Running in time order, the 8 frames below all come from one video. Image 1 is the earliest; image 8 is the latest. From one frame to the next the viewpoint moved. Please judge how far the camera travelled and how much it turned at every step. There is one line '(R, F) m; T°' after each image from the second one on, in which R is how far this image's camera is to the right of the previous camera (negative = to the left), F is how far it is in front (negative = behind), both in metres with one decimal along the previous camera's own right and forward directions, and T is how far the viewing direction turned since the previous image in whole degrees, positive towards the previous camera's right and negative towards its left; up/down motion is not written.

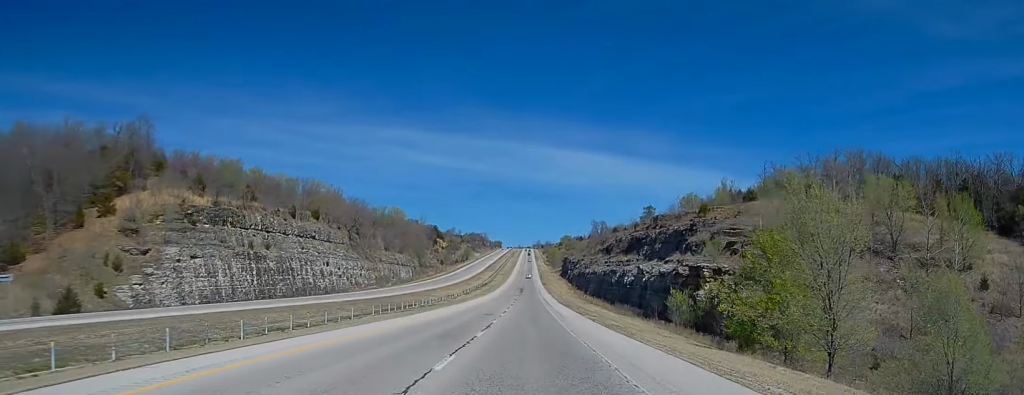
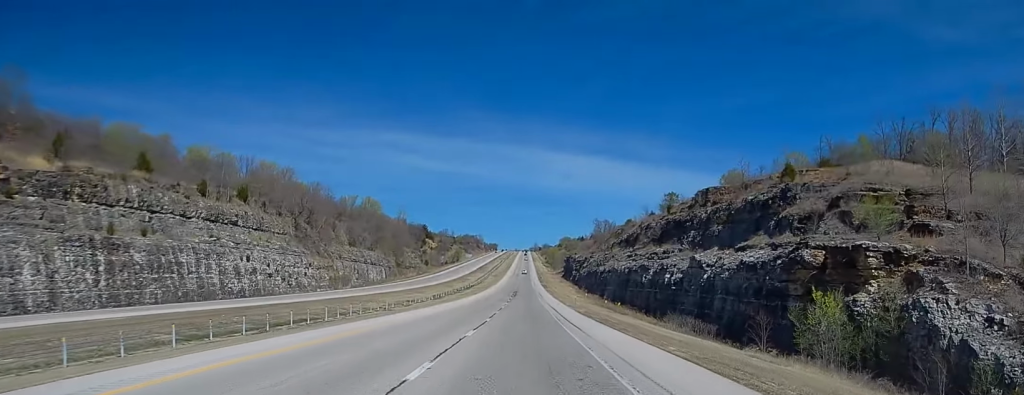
(-0.1, +51.1) m; 0°
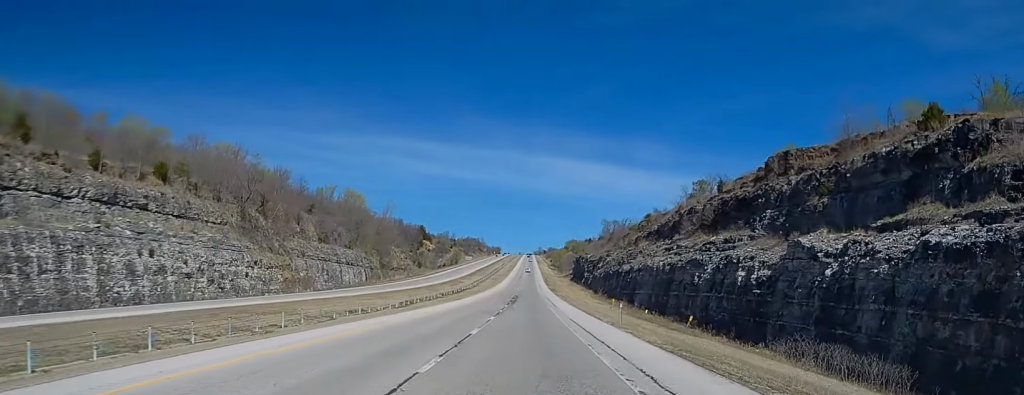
(0.0, +37.2) m; -1°
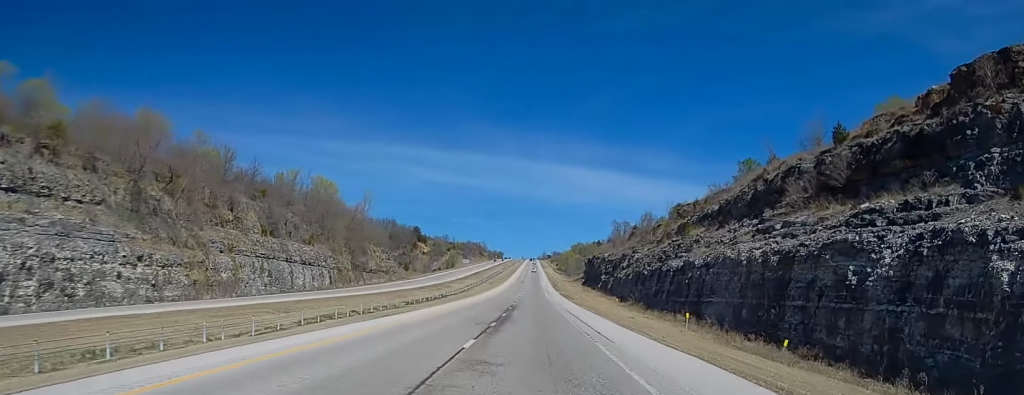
(-0.8, +43.2) m; 0°
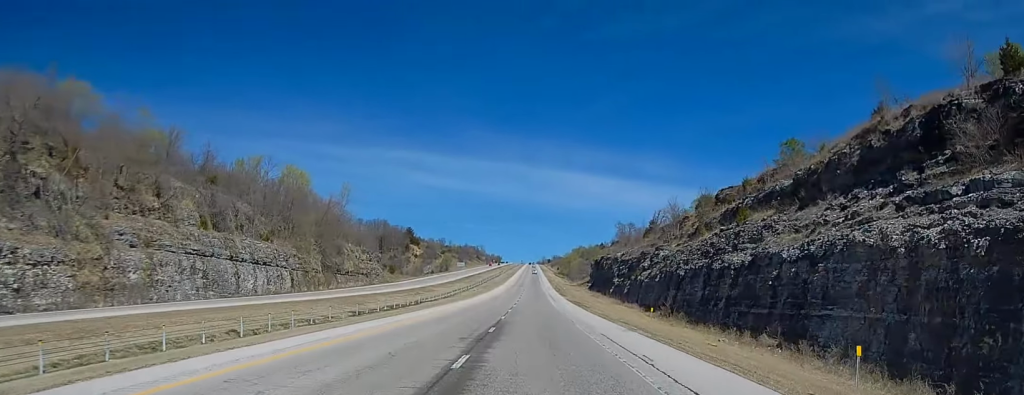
(+0.6, +28.5) m; +1°
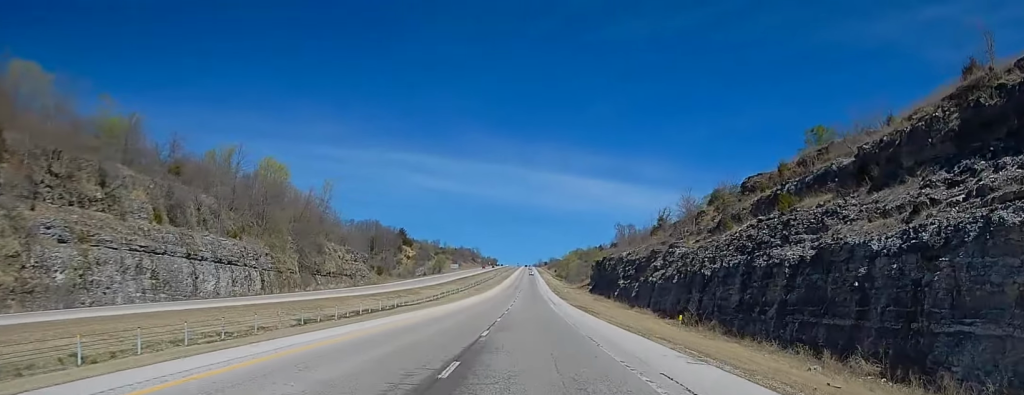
(0.0, +15.0) m; 0°
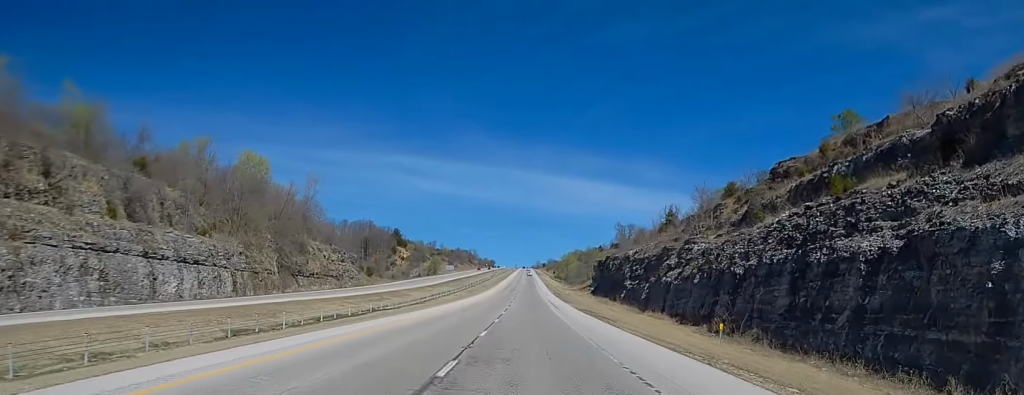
(0.0, +12.4) m; 0°
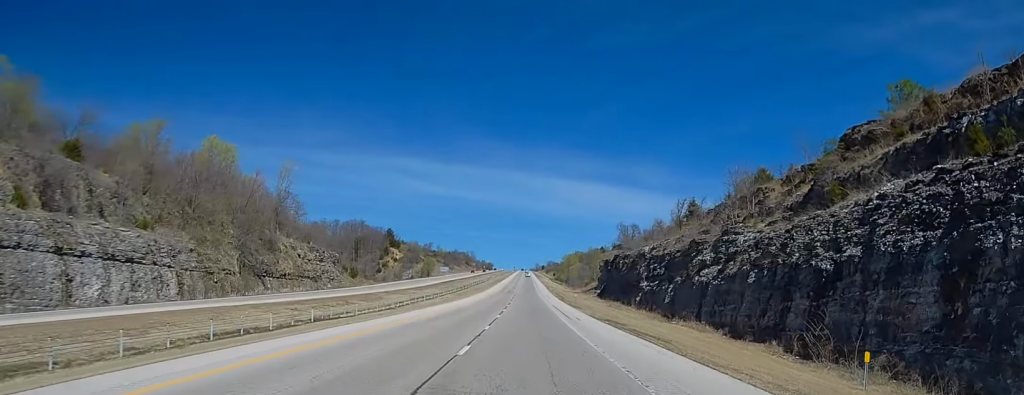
(0.0, +19.6) m; 0°
